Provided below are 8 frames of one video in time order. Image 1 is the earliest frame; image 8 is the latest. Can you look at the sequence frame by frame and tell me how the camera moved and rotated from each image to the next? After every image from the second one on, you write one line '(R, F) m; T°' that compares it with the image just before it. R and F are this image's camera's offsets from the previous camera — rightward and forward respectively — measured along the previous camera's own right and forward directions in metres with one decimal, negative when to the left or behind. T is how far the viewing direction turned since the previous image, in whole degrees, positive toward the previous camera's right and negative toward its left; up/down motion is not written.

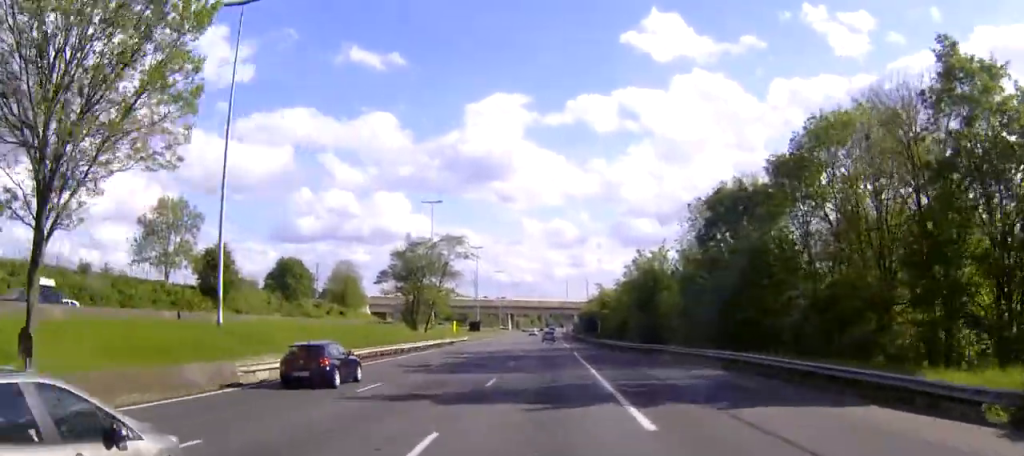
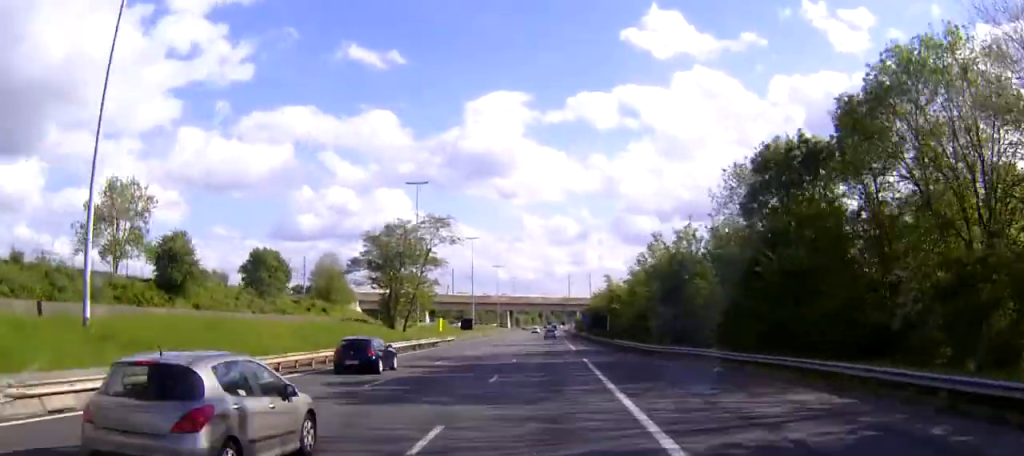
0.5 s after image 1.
(0.0, +12.3) m; 0°
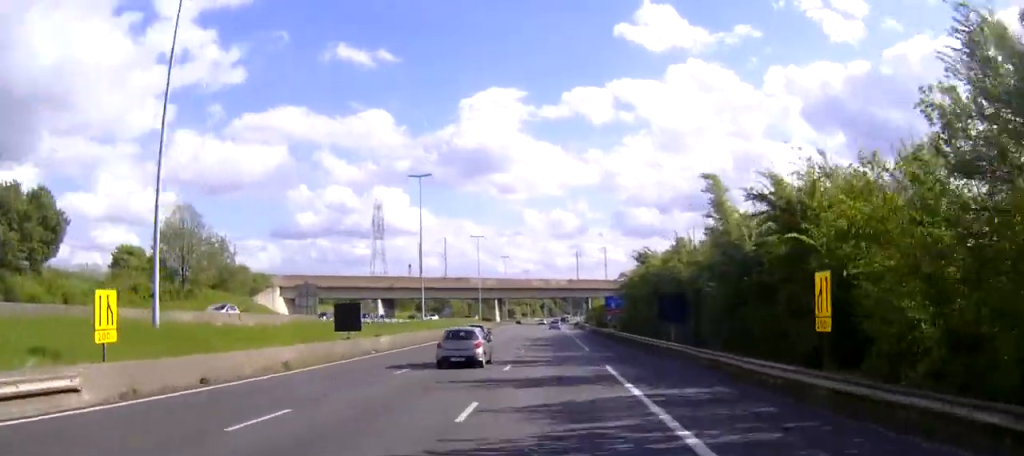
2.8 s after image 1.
(0.0, +62.8) m; 0°
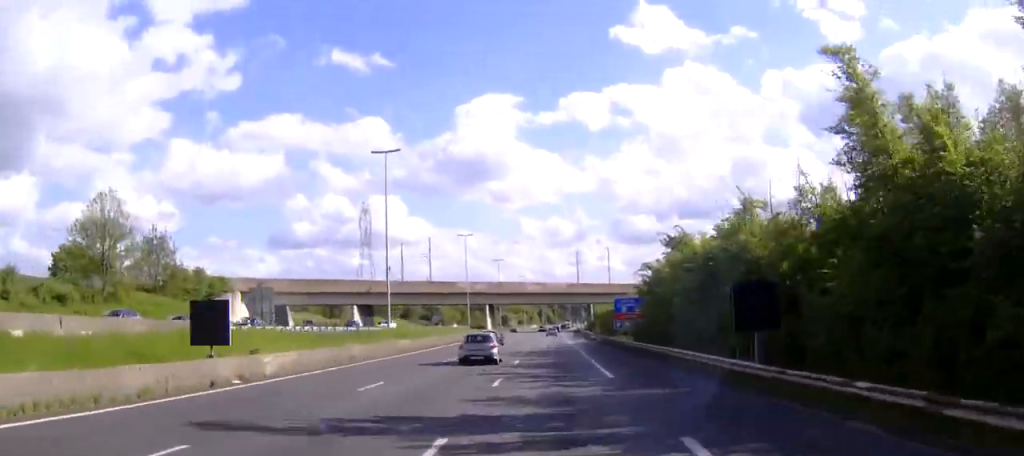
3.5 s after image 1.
(0.0, +17.9) m; 0°
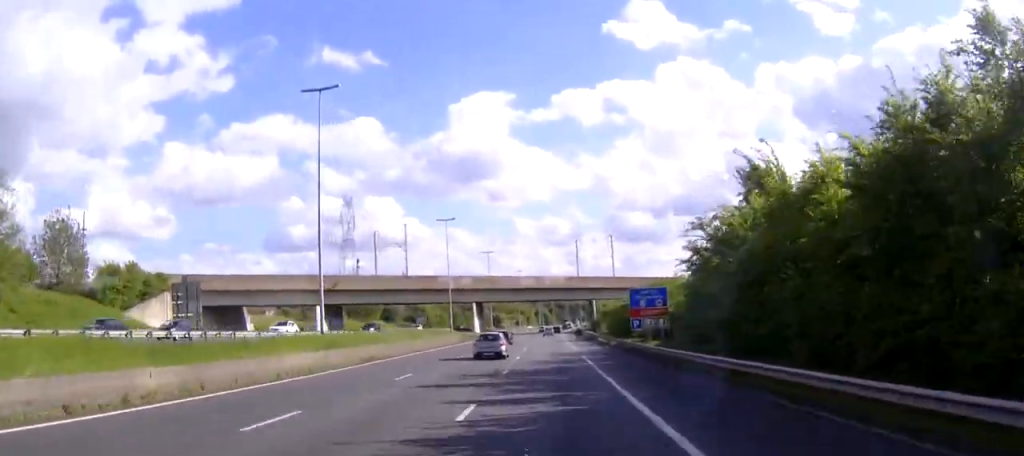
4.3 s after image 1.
(-0.1, +20.6) m; 0°
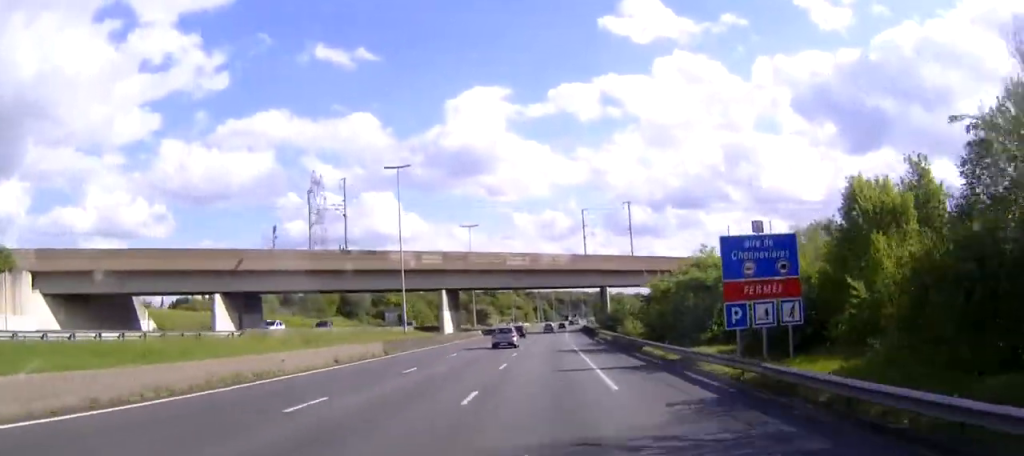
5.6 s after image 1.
(0.0, +36.9) m; 0°
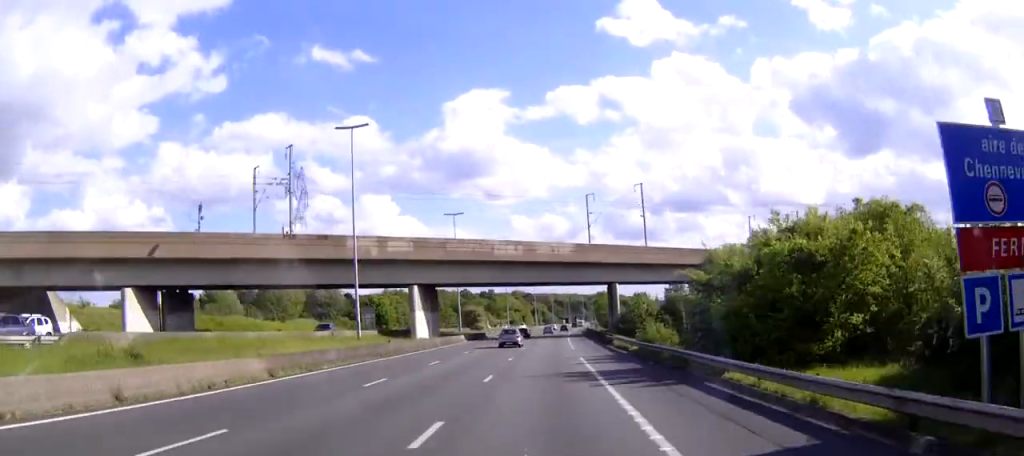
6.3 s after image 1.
(0.0, +19.0) m; 0°
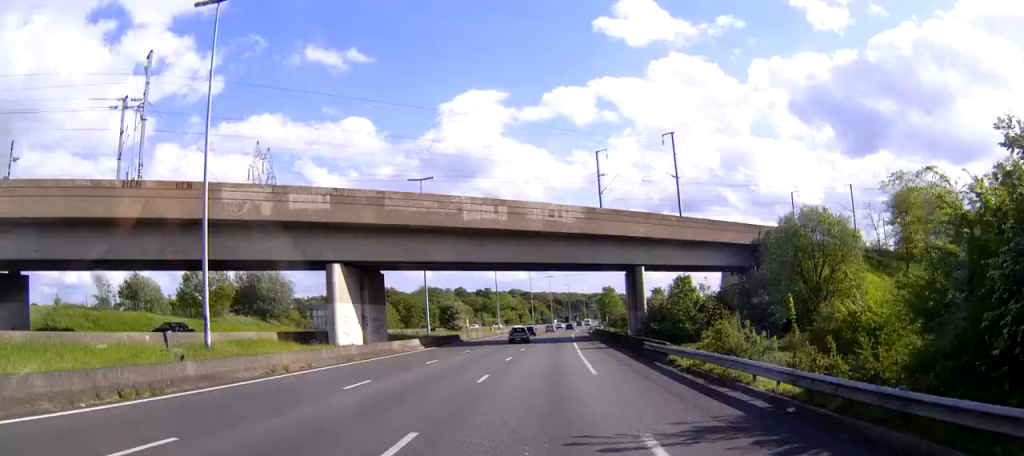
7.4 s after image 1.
(+0.1, +28.0) m; 0°
